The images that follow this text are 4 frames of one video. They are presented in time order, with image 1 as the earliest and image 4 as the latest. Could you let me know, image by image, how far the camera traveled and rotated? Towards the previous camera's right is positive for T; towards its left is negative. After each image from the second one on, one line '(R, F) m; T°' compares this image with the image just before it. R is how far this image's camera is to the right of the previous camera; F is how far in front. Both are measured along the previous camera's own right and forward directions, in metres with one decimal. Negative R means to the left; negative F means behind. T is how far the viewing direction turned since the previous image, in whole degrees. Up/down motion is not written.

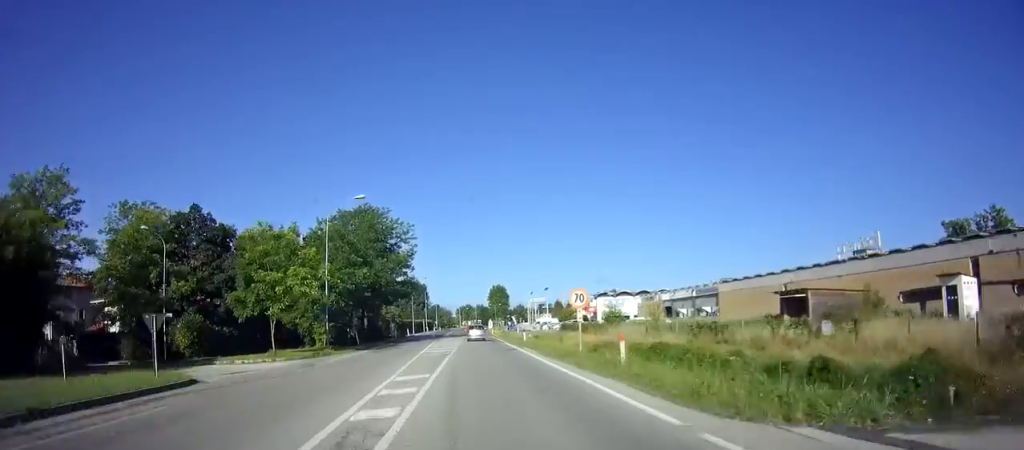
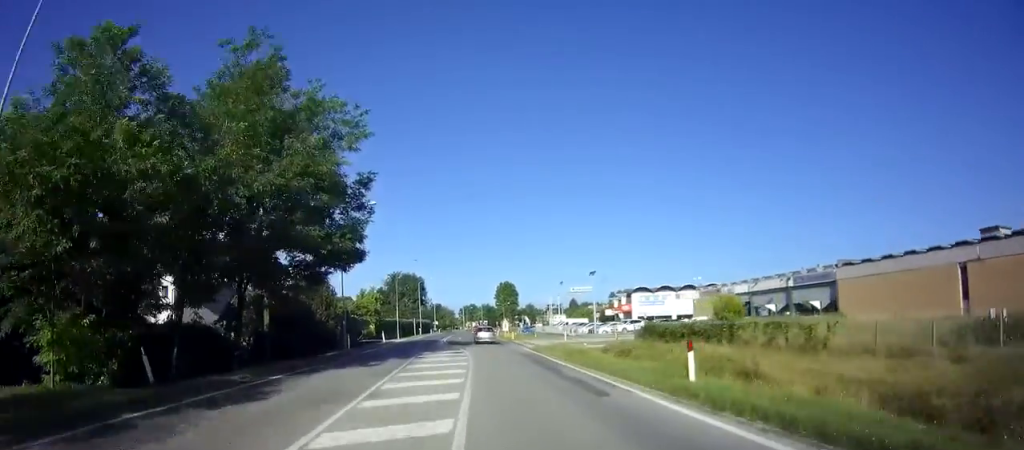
(-0.1, +28.3) m; -1°
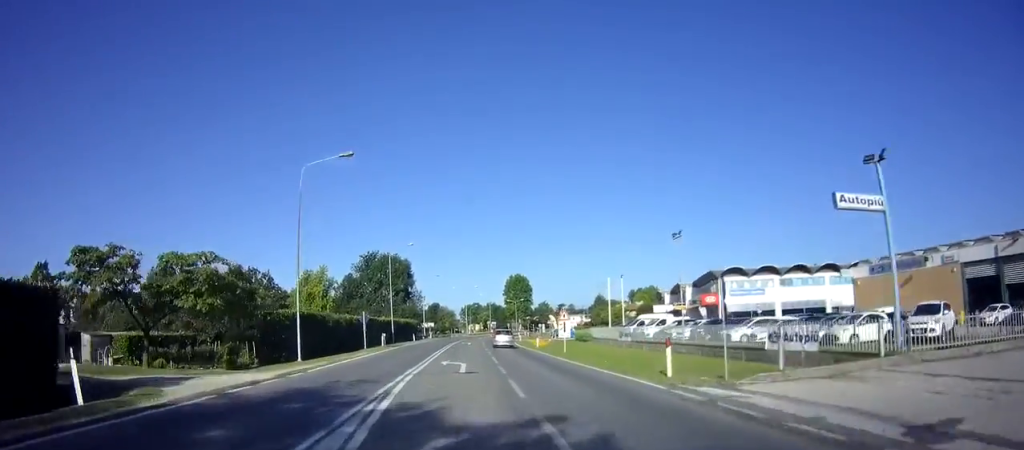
(+0.2, +41.7) m; 0°
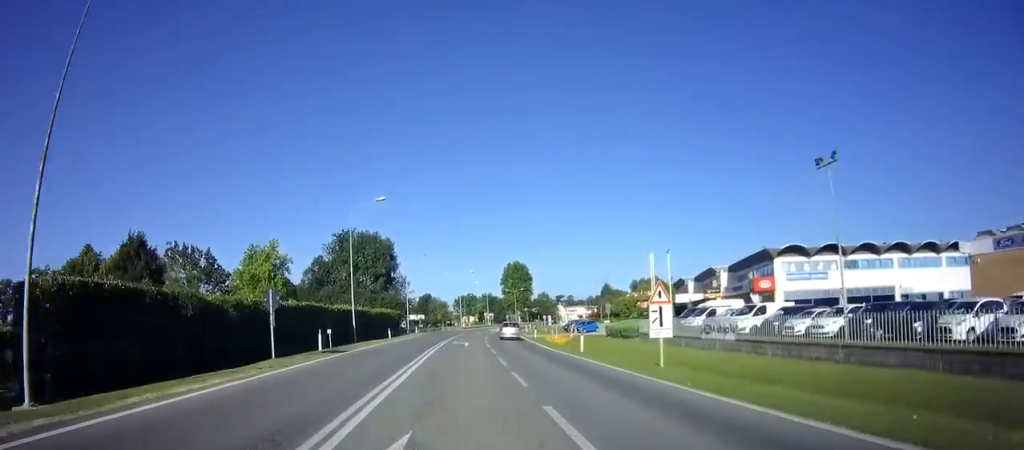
(-0.1, +17.9) m; 0°
